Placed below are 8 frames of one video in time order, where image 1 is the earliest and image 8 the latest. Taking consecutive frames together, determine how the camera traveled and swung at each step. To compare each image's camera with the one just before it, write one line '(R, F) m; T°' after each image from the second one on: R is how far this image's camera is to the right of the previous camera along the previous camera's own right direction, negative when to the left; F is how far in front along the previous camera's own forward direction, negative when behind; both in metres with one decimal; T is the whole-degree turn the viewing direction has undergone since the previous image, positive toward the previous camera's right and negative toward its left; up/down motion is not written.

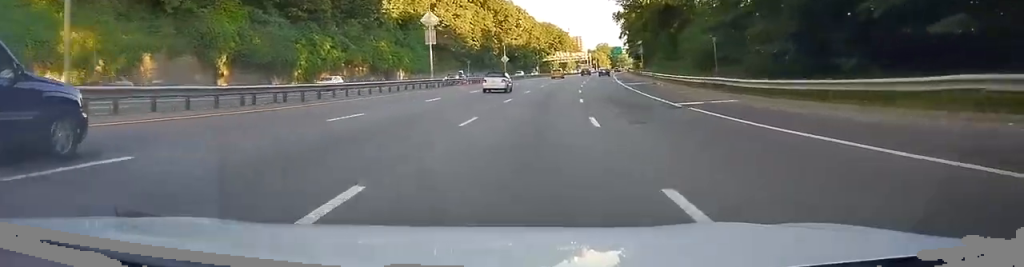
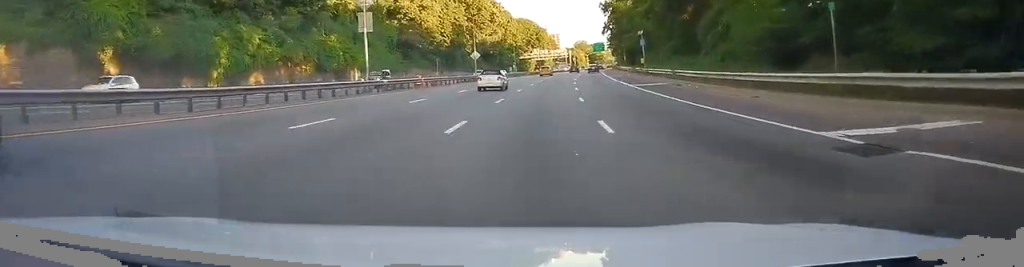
(+0.3, +14.9) m; +2°
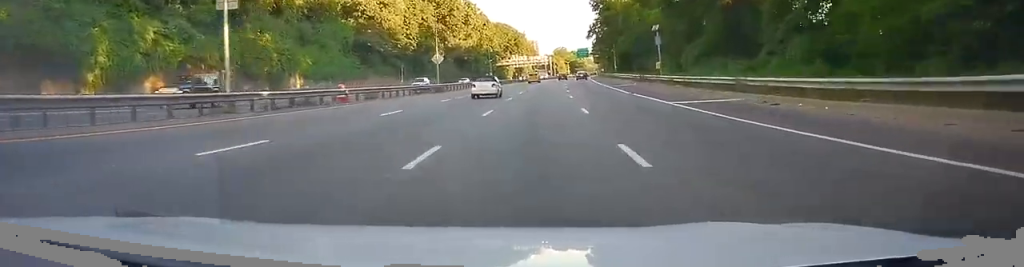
(+0.1, +16.4) m; +1°
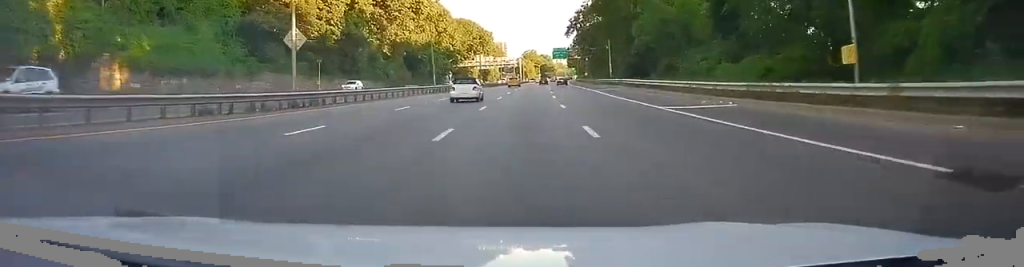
(+0.4, +31.9) m; +1°
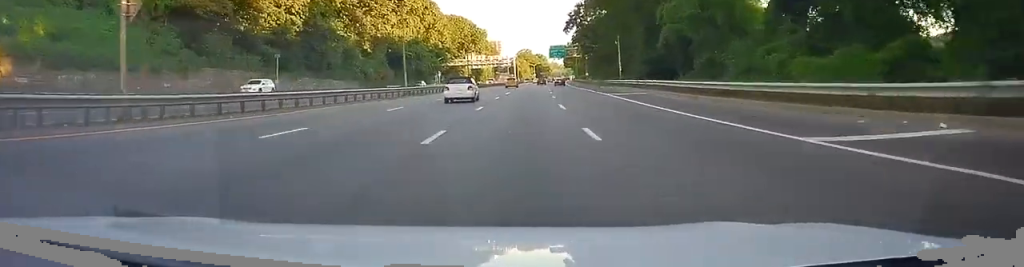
(0.0, +13.4) m; 0°
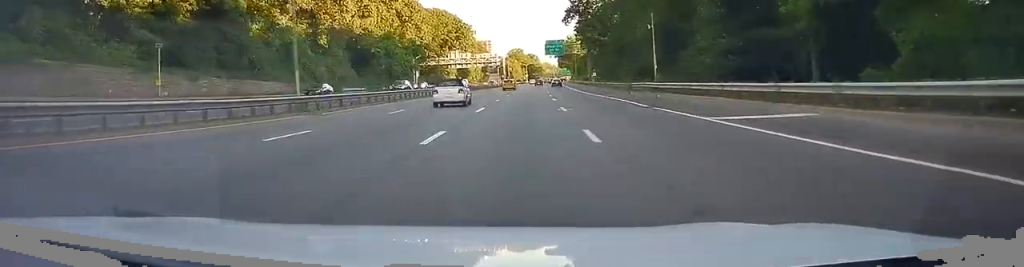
(+0.1, +24.2) m; +1°
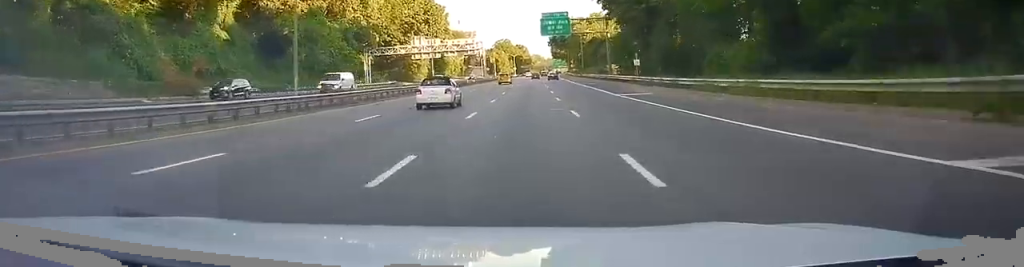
(+0.3, +42.0) m; +1°
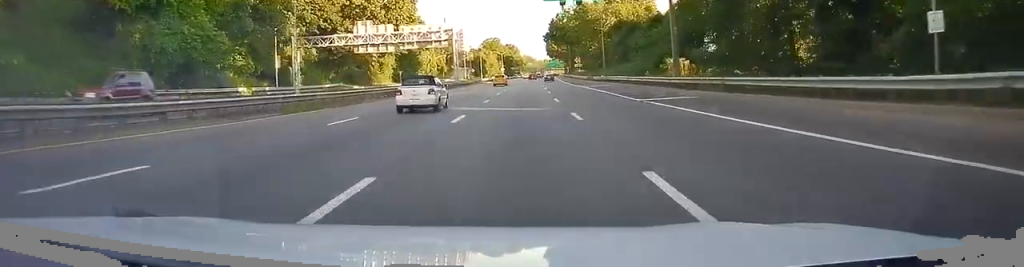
(+0.8, +39.3) m; +1°
